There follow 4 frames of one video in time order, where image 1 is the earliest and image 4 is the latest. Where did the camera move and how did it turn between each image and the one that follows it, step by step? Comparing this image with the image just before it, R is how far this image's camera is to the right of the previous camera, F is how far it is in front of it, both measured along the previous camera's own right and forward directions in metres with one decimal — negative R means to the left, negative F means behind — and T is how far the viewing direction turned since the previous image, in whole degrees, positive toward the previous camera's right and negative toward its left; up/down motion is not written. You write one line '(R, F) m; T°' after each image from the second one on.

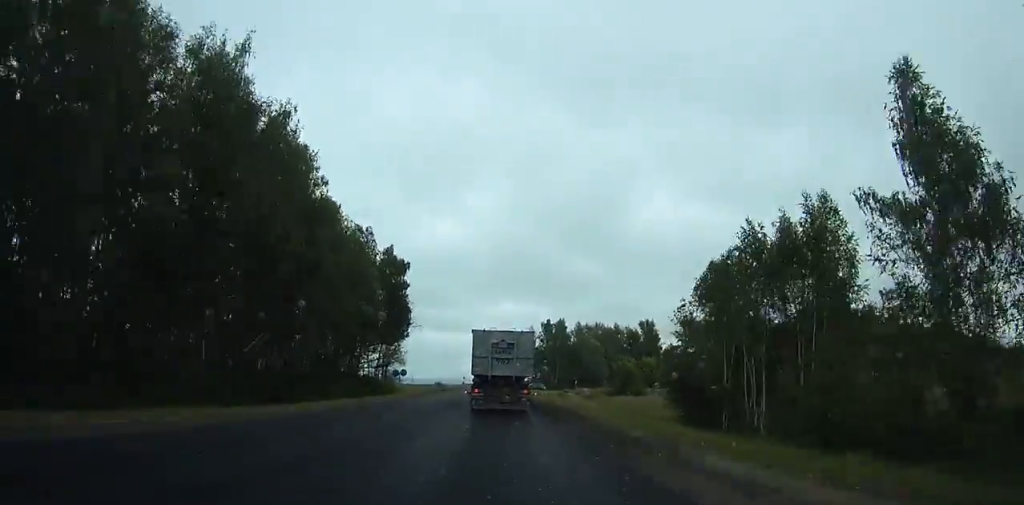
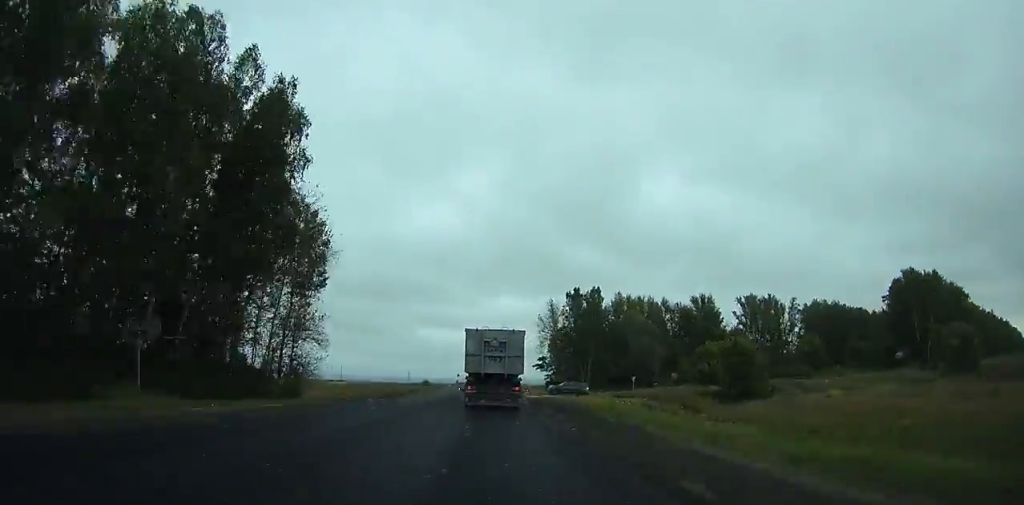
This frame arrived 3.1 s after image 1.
(+0.5, +54.8) m; 0°
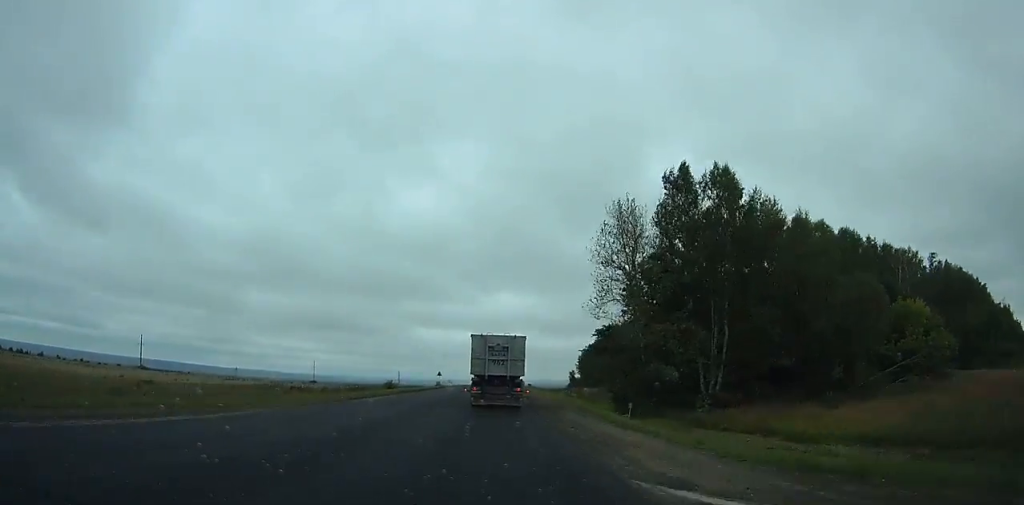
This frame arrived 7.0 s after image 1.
(-0.1, +69.3) m; 0°
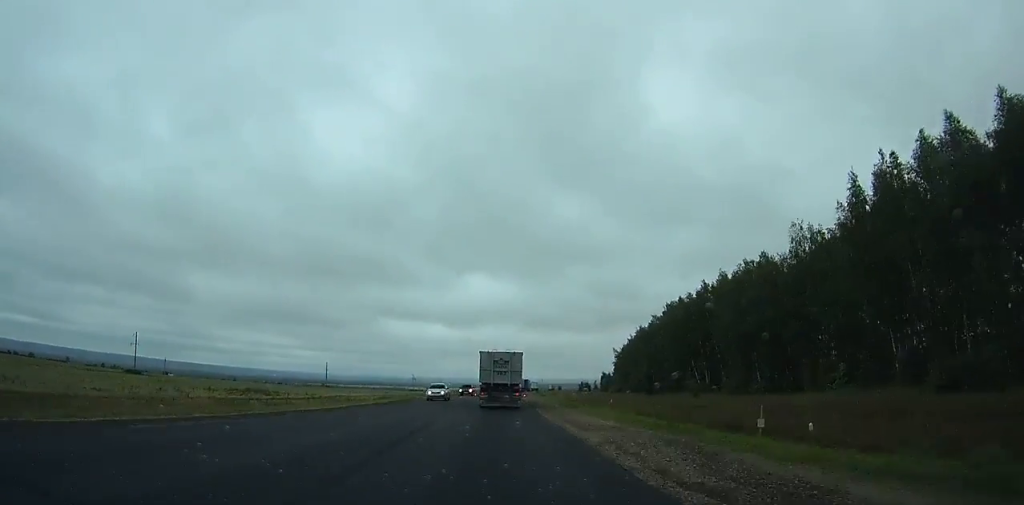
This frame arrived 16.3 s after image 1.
(+3.3, +169.8) m; +3°
